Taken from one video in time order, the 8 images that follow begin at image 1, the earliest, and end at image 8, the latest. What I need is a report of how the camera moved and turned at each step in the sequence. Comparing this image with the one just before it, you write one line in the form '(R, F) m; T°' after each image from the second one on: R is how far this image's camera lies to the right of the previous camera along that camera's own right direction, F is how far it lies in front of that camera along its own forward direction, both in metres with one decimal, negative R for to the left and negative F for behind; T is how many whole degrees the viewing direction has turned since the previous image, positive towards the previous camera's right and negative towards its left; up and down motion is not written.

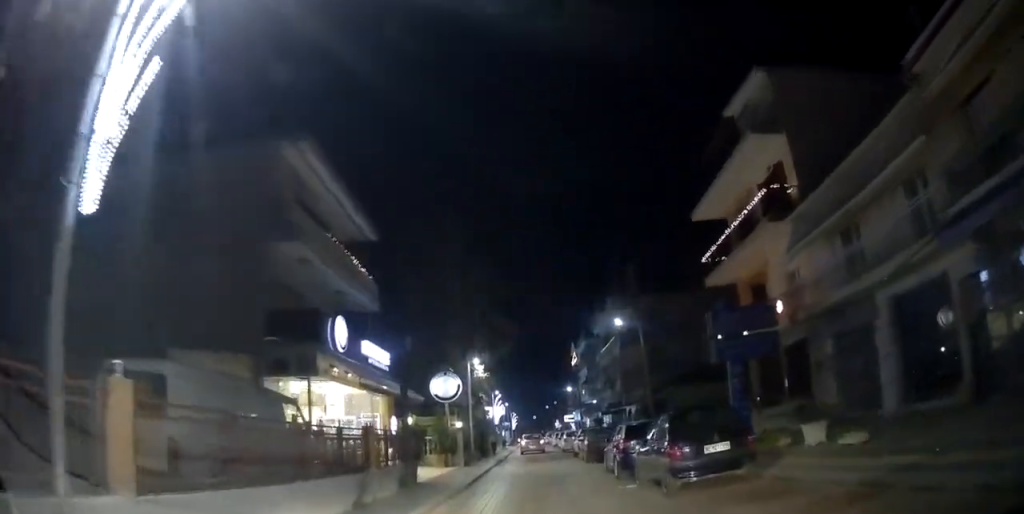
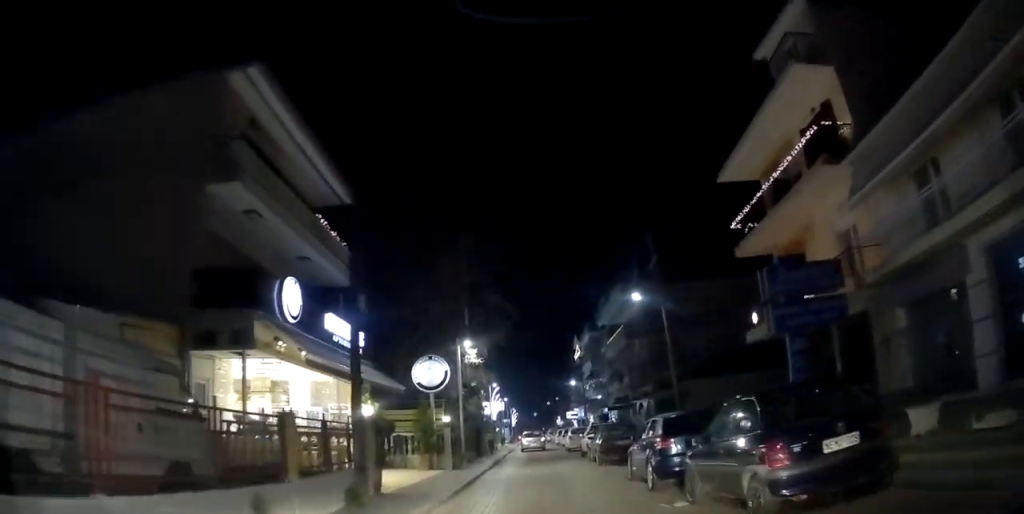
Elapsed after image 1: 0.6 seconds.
(-0.2, +4.0) m; -2°
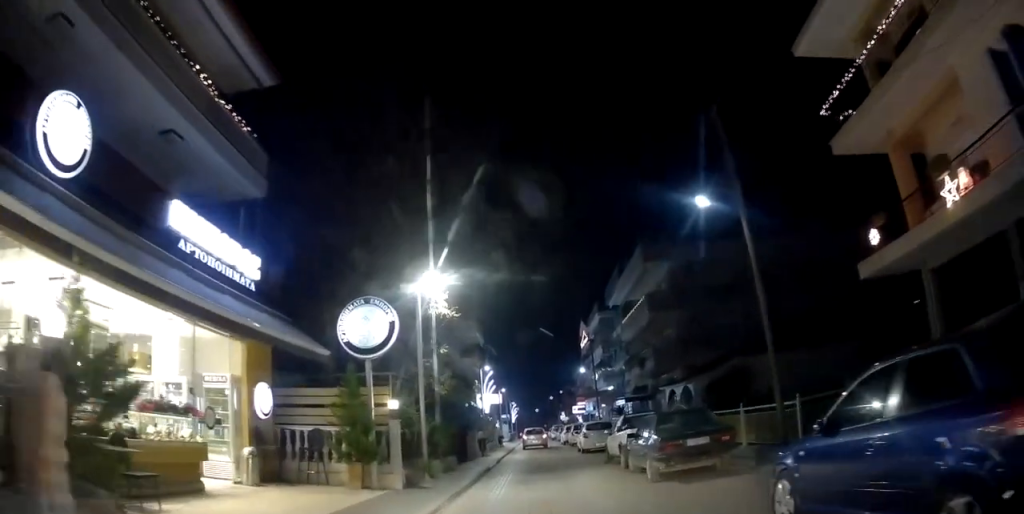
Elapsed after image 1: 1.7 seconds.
(-0.1, +8.4) m; +3°
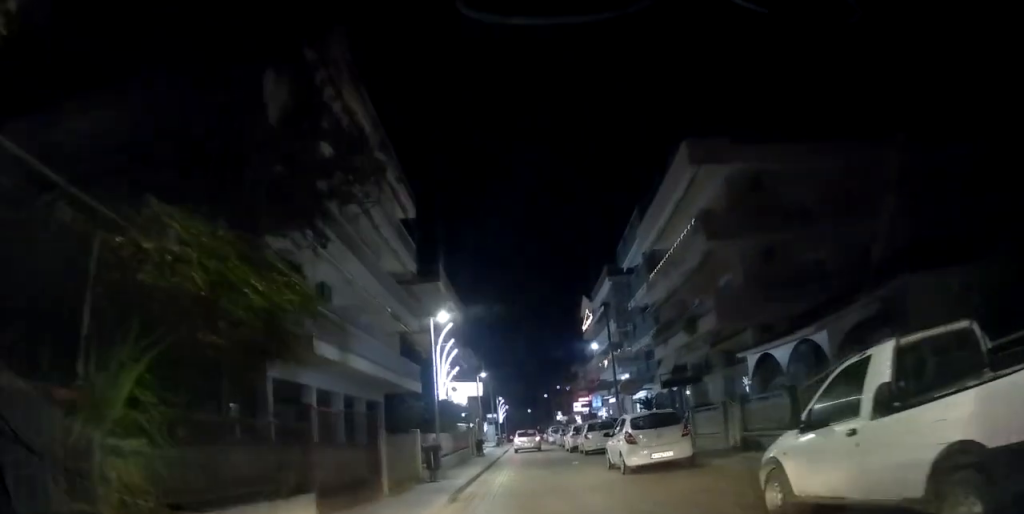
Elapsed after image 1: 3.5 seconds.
(+1.0, +14.5) m; +2°
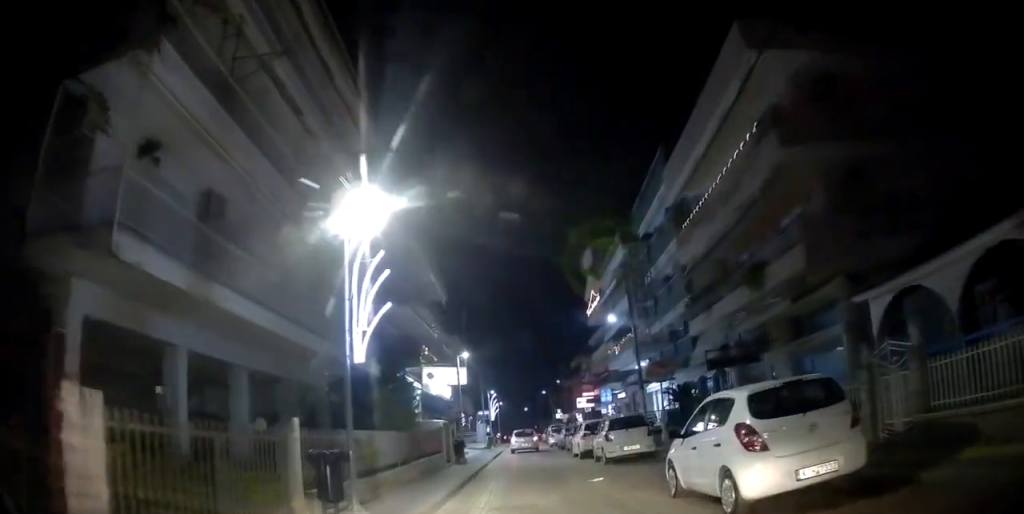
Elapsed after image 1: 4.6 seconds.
(-0.4, +8.4) m; -2°
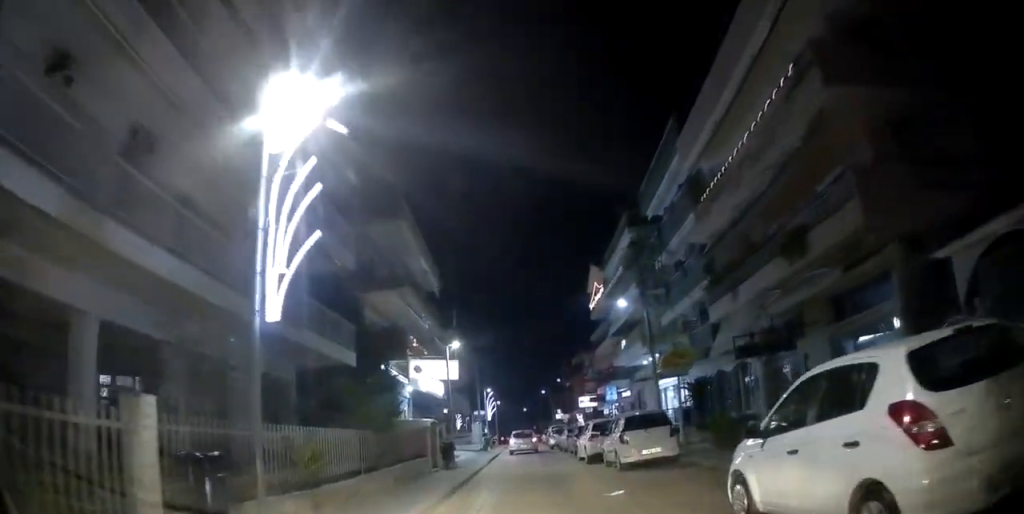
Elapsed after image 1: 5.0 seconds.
(0.0, +3.0) m; 0°
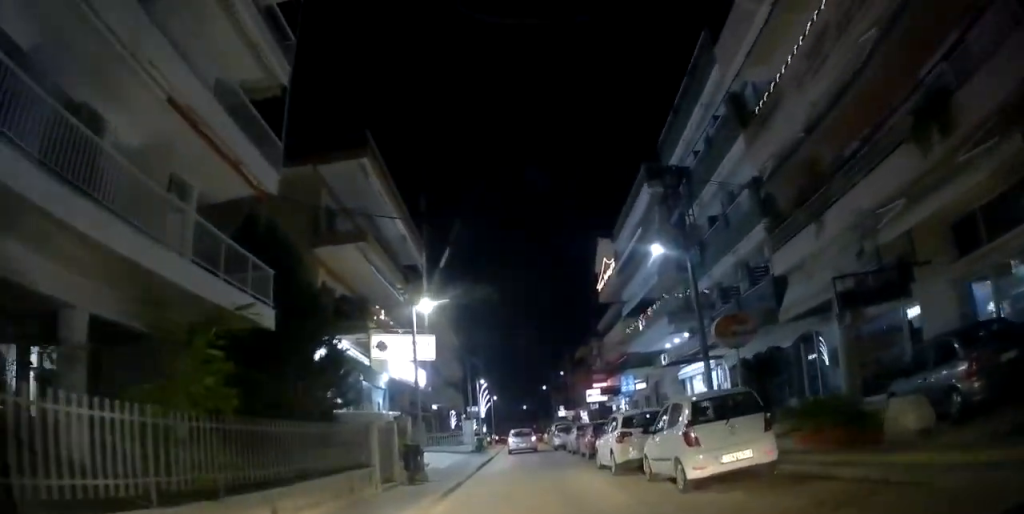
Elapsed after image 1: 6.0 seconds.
(+0.1, +6.3) m; 0°
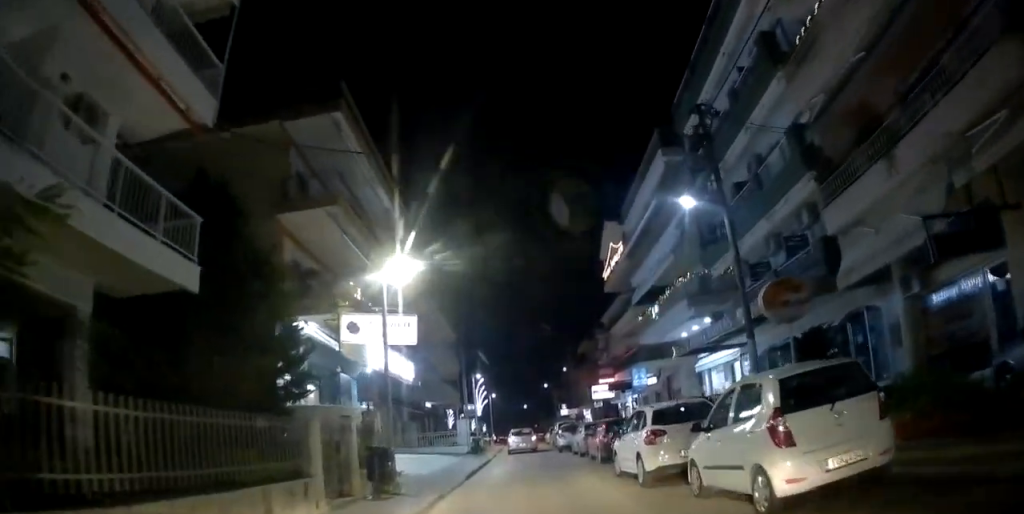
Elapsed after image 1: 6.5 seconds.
(-0.2, +3.2) m; 0°
